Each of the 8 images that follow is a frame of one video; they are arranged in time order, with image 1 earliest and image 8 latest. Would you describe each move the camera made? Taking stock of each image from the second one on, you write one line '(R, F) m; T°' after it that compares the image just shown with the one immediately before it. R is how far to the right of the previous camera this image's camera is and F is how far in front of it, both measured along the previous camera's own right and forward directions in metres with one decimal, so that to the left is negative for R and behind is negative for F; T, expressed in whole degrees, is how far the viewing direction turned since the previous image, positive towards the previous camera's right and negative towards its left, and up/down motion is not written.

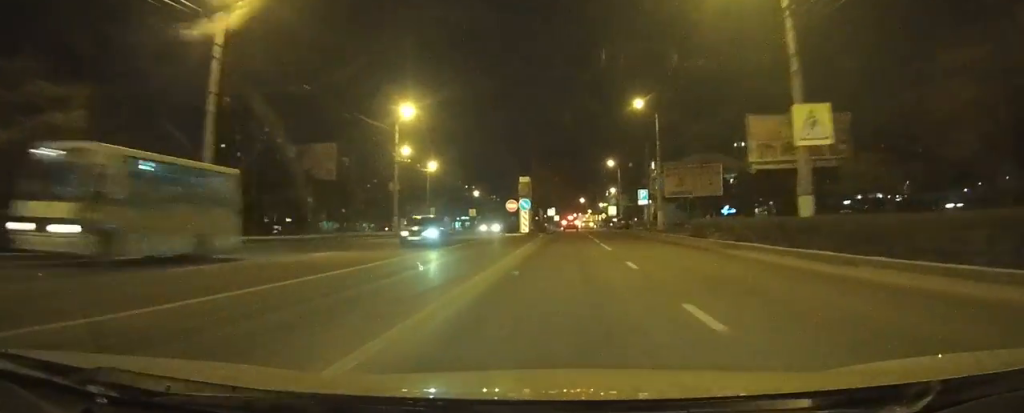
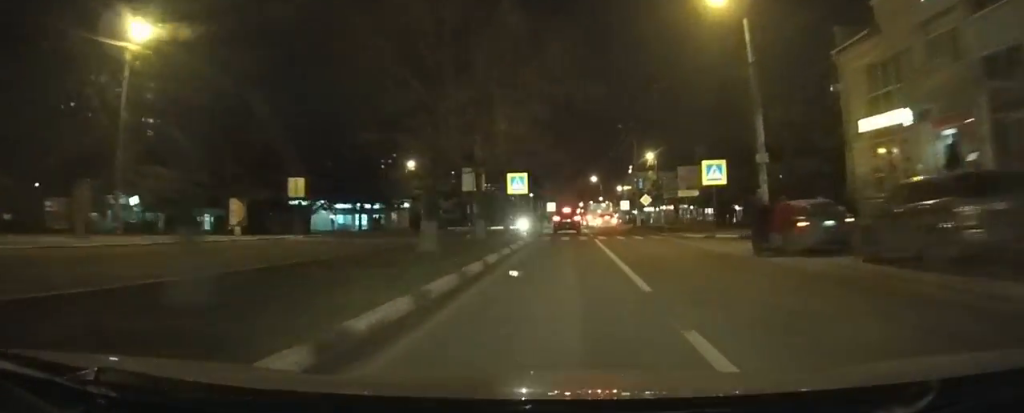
(+0.1, +64.5) m; 0°
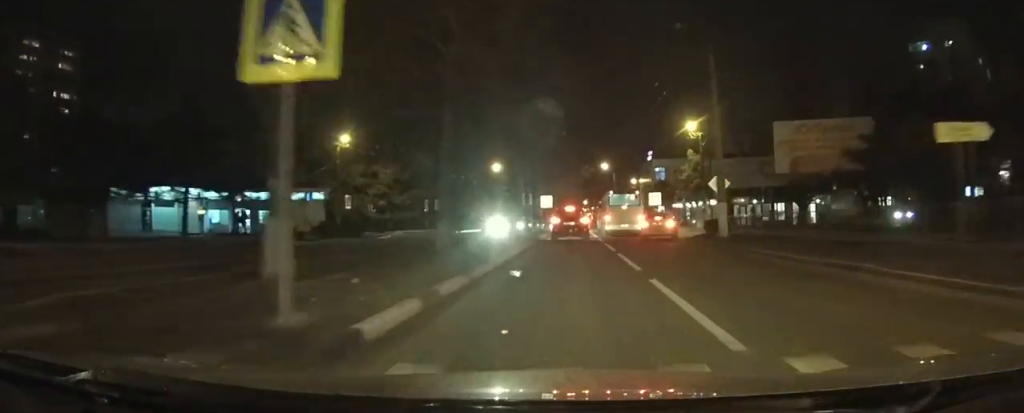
(+0.2, +27.1) m; 0°
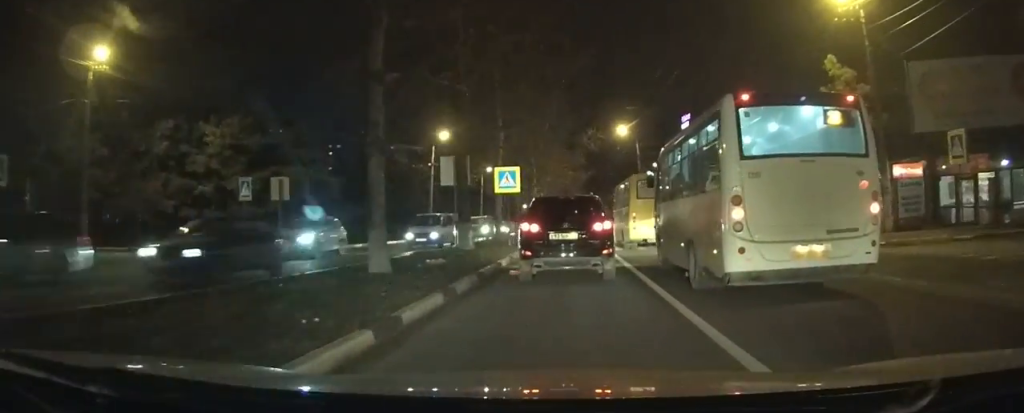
(-1.3, +41.8) m; -3°
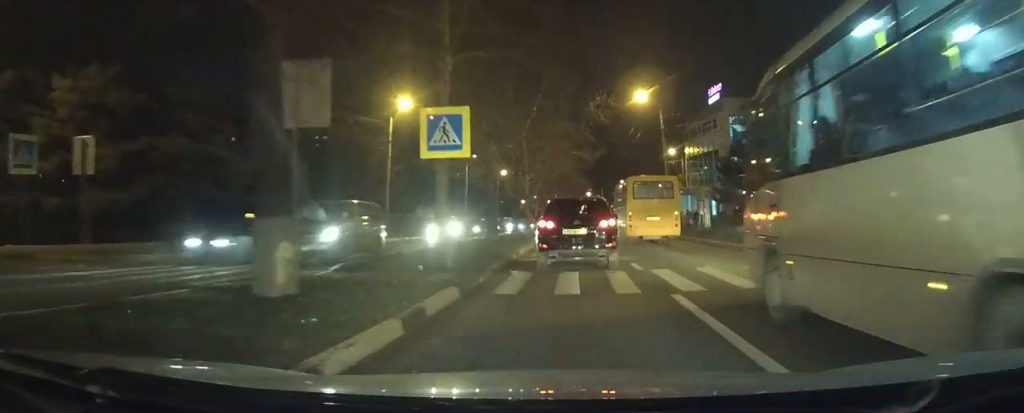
(+0.1, +8.2) m; +1°
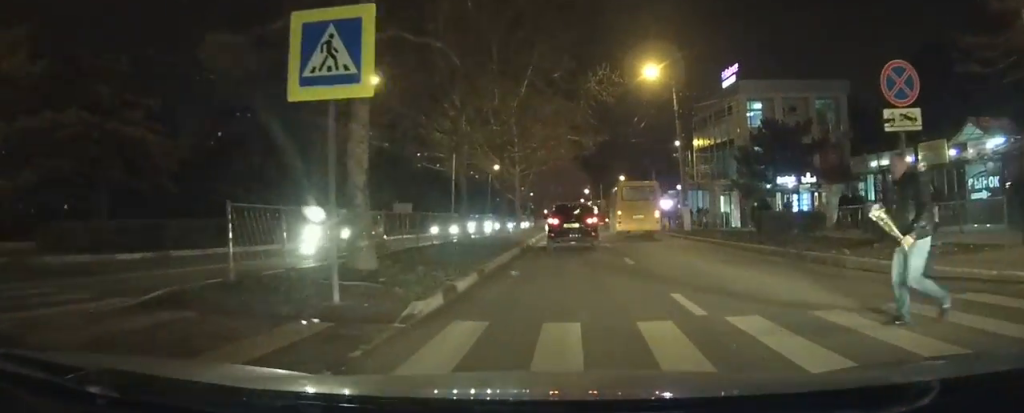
(0.0, +4.4) m; 0°
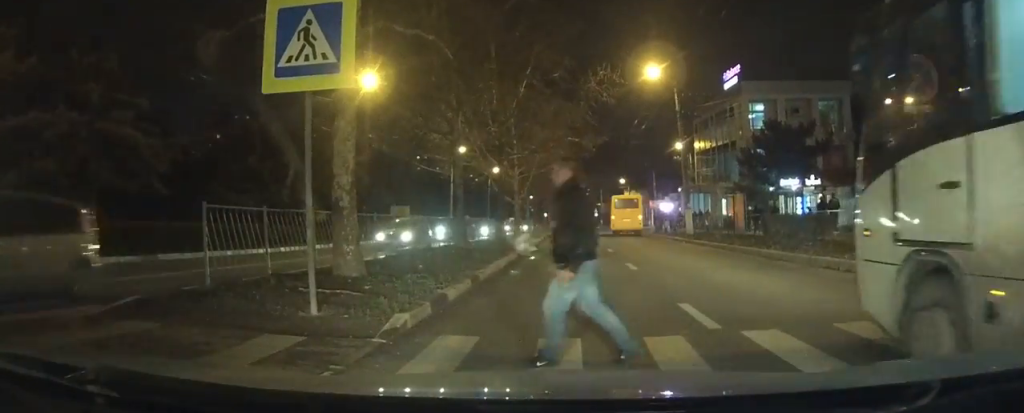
(0.0, +6.3) m; -1°
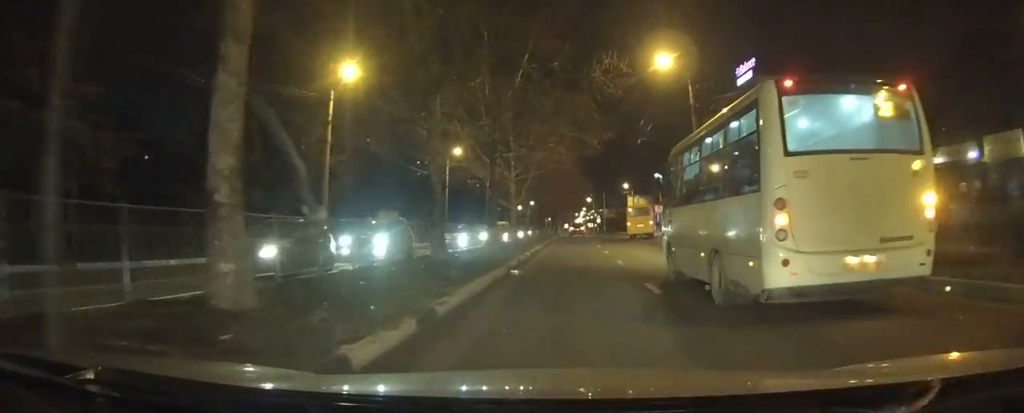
(-0.1, +12.1) m; 0°
